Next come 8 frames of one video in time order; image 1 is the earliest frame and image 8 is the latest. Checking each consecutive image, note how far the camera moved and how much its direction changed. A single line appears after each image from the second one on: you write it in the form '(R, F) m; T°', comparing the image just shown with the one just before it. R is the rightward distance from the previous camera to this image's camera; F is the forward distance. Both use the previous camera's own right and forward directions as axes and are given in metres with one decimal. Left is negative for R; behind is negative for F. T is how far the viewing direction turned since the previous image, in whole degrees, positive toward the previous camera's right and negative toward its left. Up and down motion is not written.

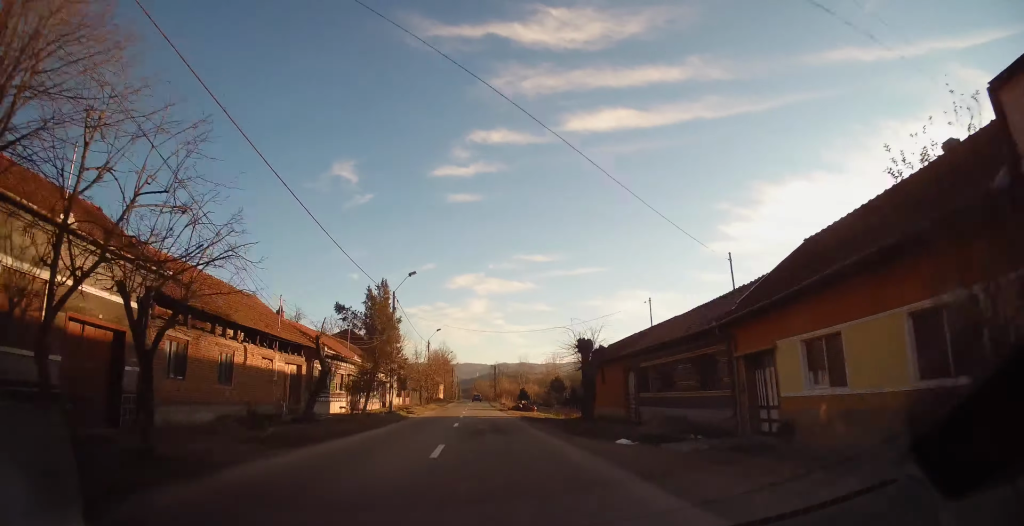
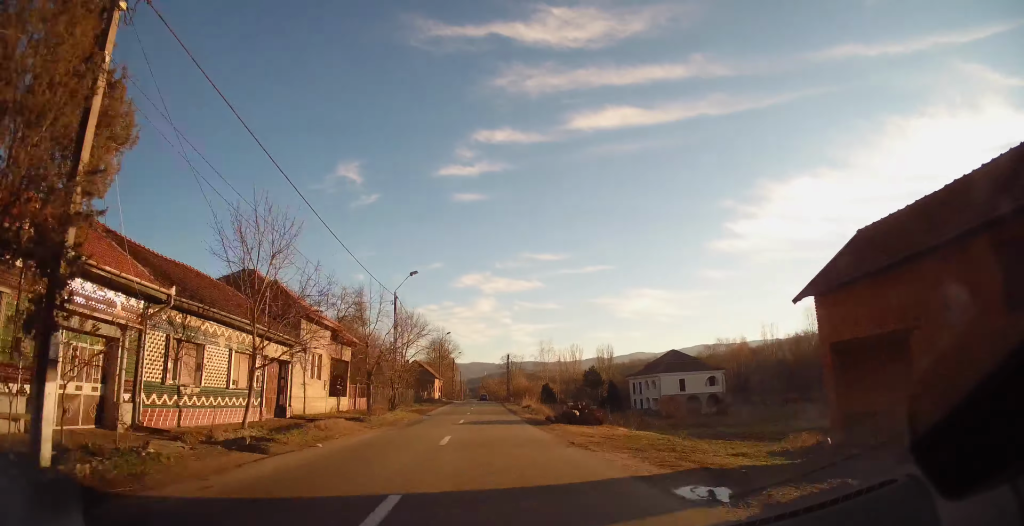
(-0.3, +31.0) m; -1°
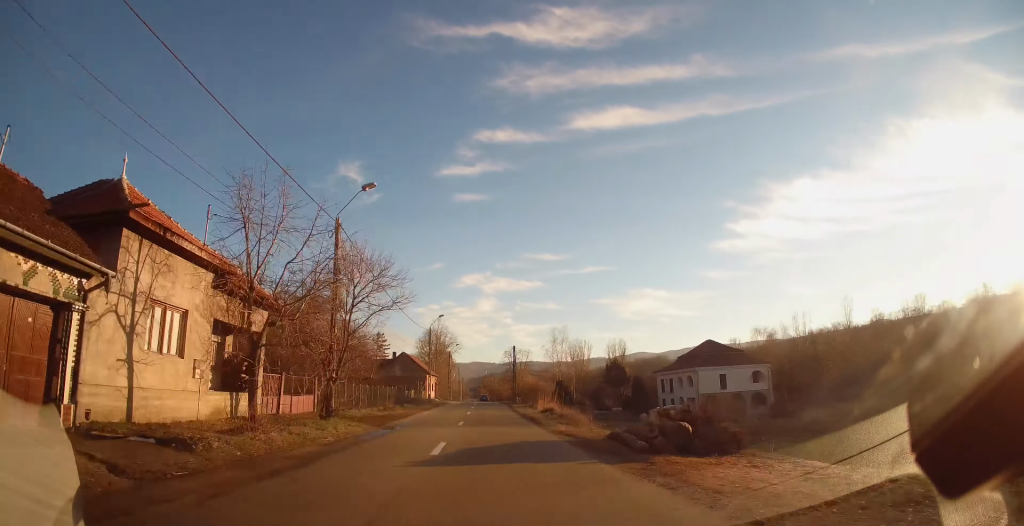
(0.0, +15.4) m; 0°
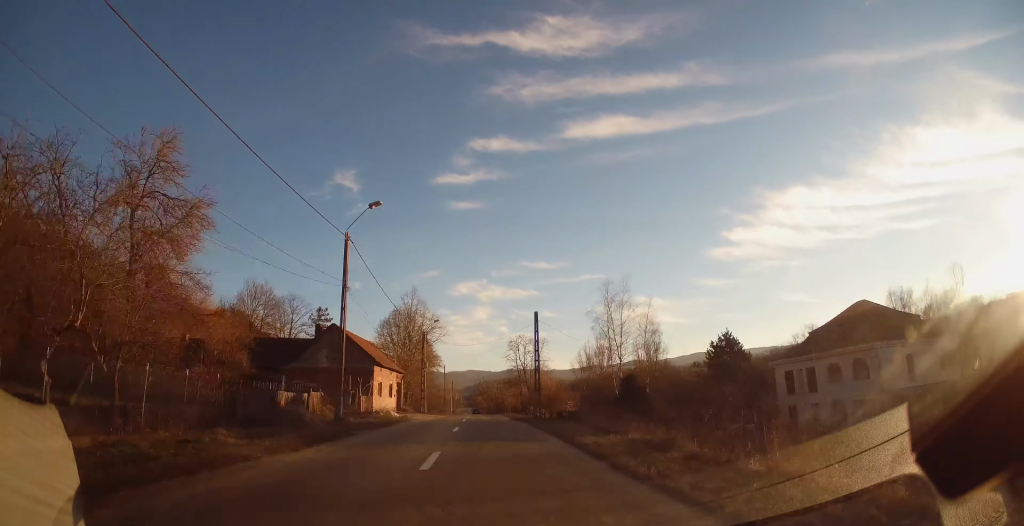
(+0.1, +36.5) m; 0°
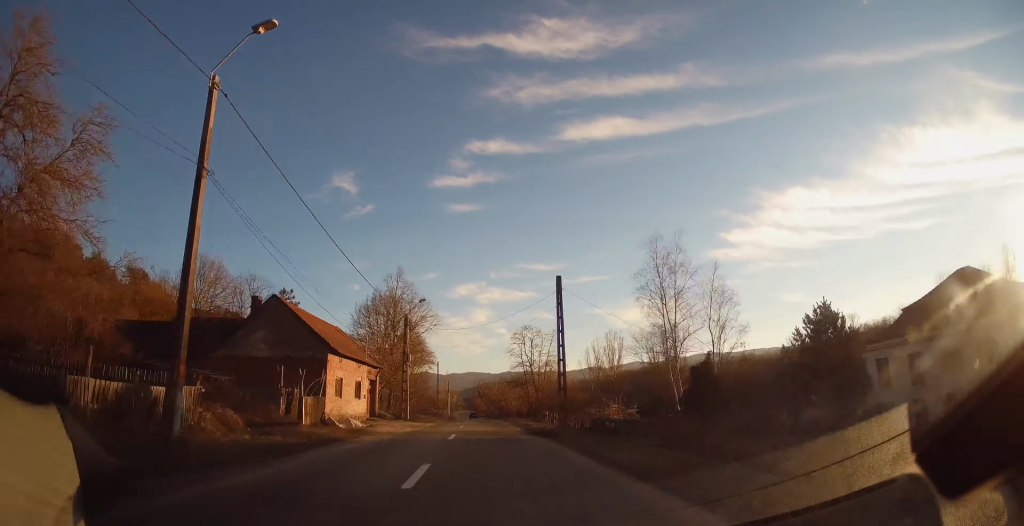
(0.0, +12.9) m; 0°
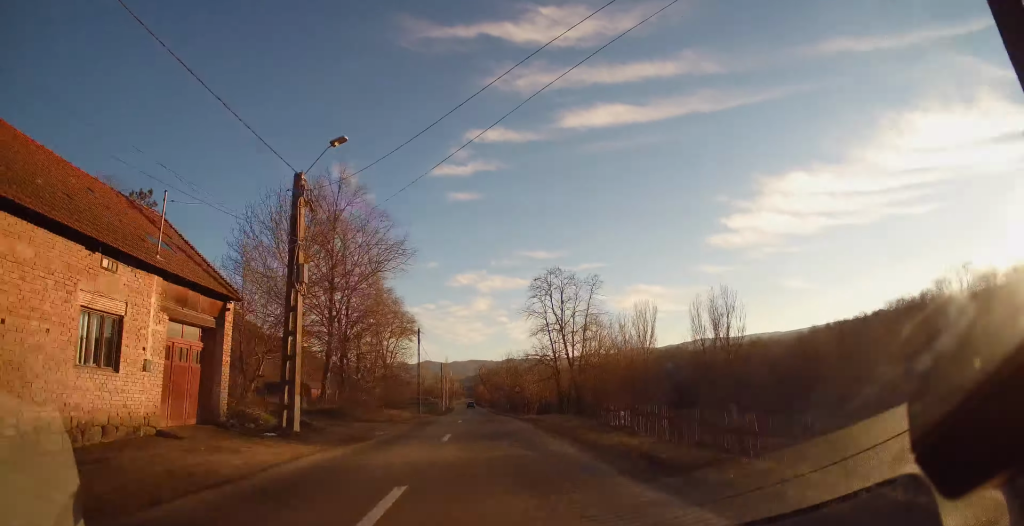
(-0.3, +26.6) m; 0°
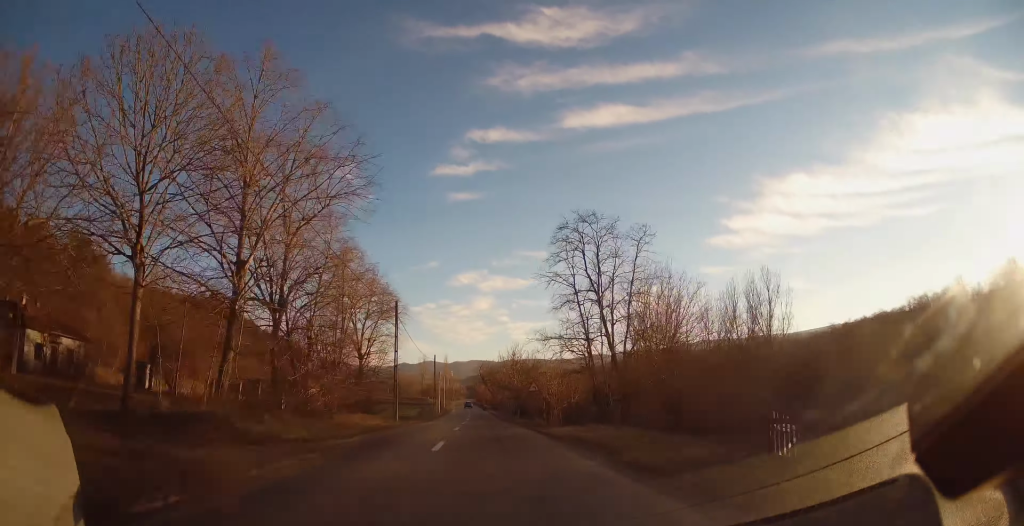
(+0.1, +14.6) m; 0°
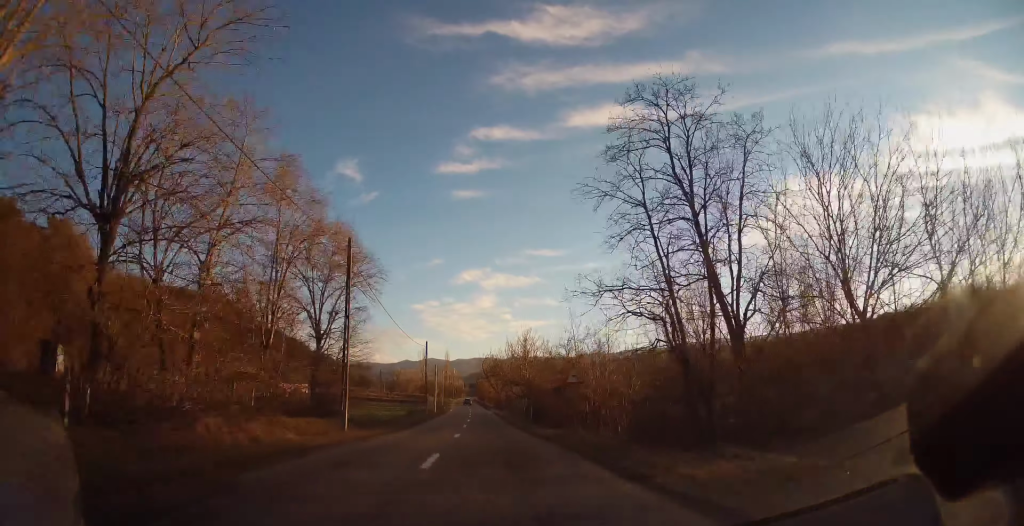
(+0.1, +14.6) m; 0°
